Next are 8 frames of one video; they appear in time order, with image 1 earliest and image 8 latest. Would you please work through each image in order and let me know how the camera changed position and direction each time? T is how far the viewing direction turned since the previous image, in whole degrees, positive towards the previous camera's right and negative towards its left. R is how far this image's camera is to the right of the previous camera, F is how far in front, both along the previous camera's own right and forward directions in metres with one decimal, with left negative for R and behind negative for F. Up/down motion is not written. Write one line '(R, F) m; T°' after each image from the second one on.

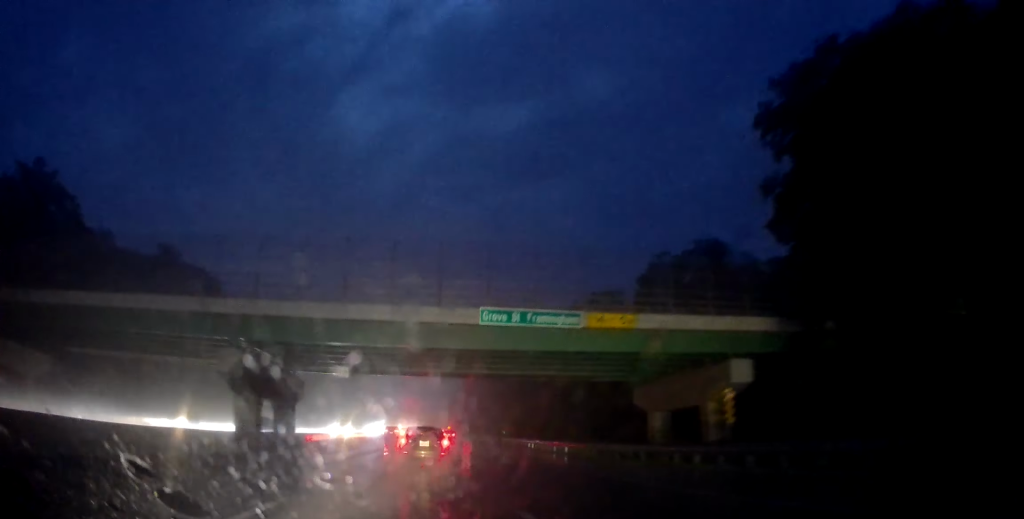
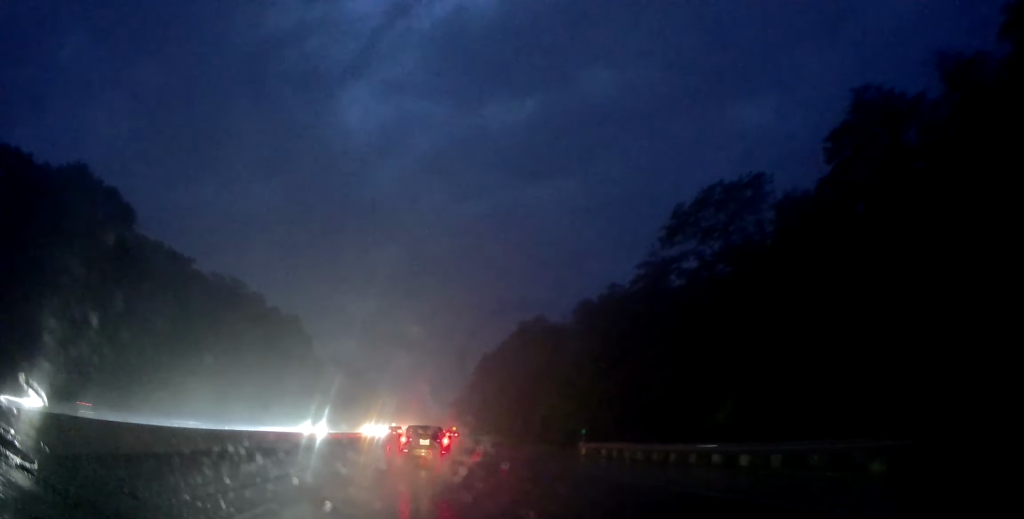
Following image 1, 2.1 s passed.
(+0.1, +38.0) m; -1°
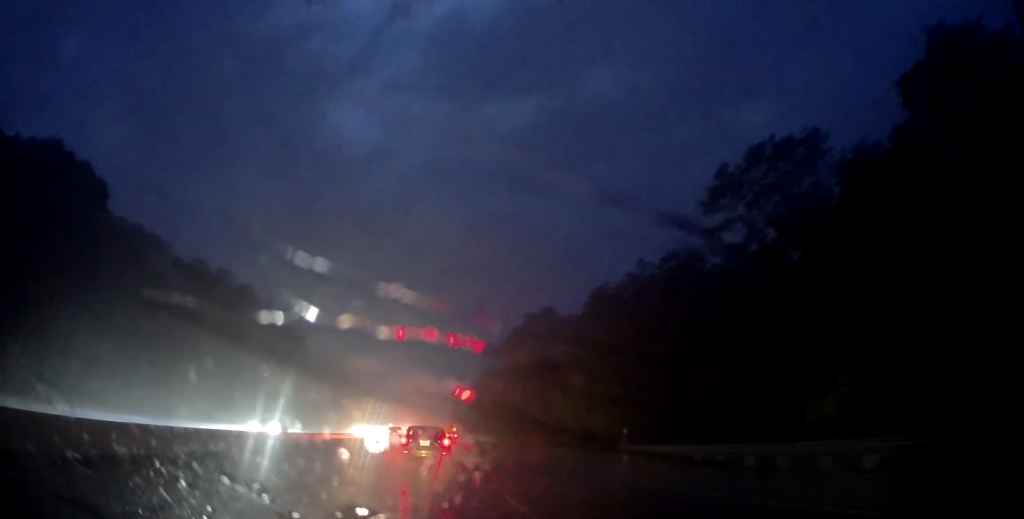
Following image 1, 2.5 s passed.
(0.0, +7.9) m; 0°
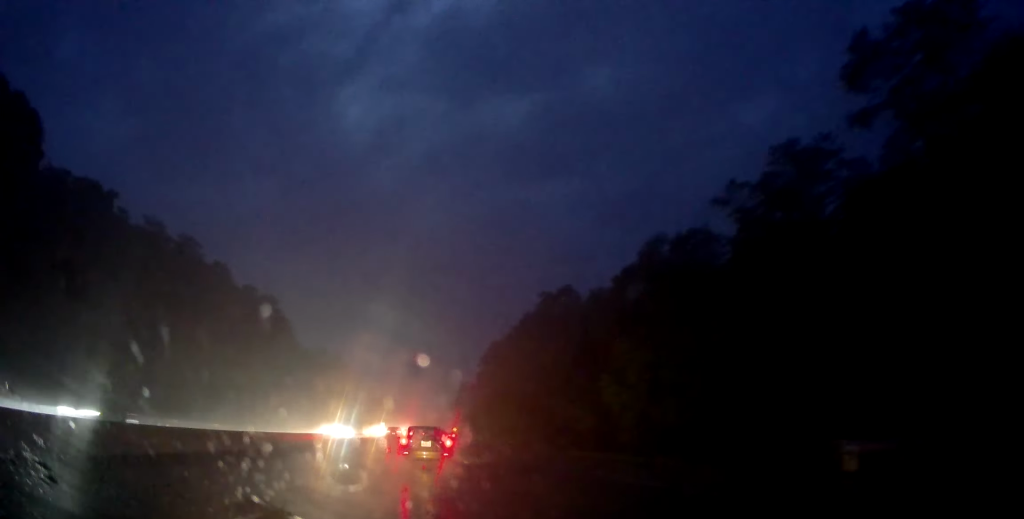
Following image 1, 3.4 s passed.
(-0.5, +16.3) m; 0°
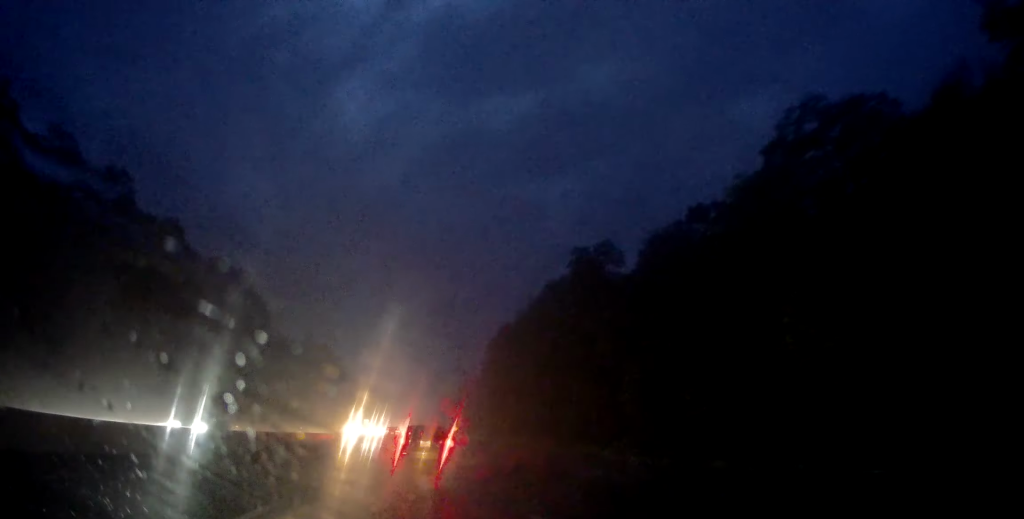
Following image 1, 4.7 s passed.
(+0.6, +23.2) m; 0°
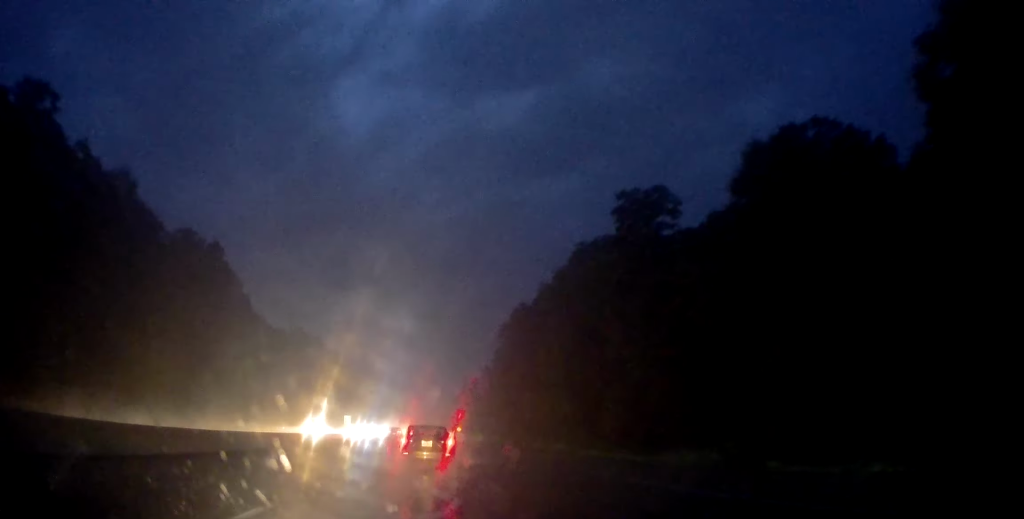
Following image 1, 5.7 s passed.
(-0.5, +19.1) m; -1°
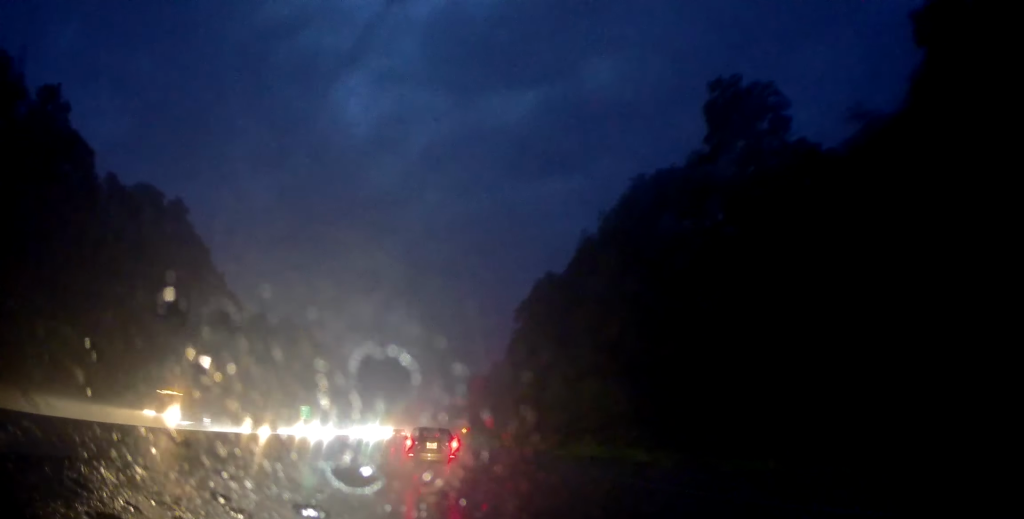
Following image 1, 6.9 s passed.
(+0.4, +21.8) m; +1°
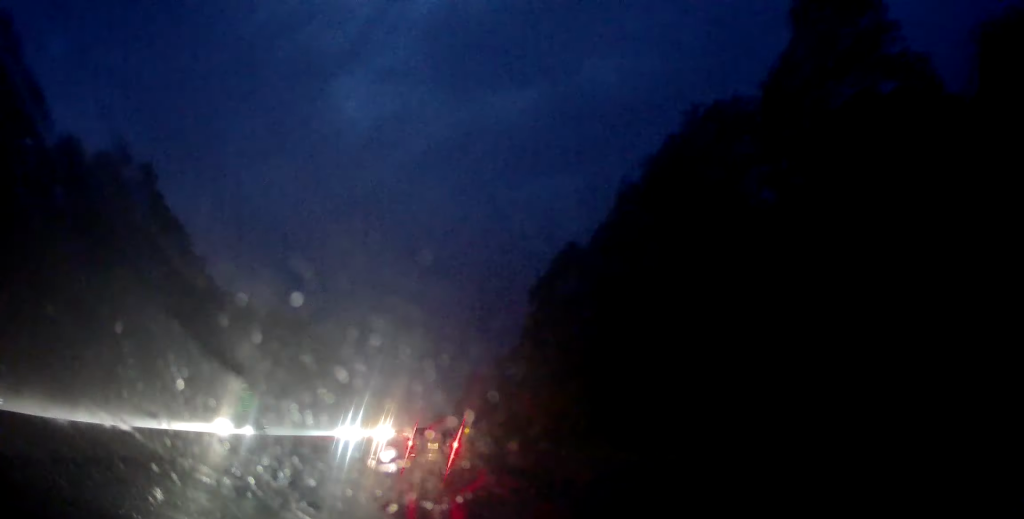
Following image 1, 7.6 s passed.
(+0.1, +12.6) m; -1°
